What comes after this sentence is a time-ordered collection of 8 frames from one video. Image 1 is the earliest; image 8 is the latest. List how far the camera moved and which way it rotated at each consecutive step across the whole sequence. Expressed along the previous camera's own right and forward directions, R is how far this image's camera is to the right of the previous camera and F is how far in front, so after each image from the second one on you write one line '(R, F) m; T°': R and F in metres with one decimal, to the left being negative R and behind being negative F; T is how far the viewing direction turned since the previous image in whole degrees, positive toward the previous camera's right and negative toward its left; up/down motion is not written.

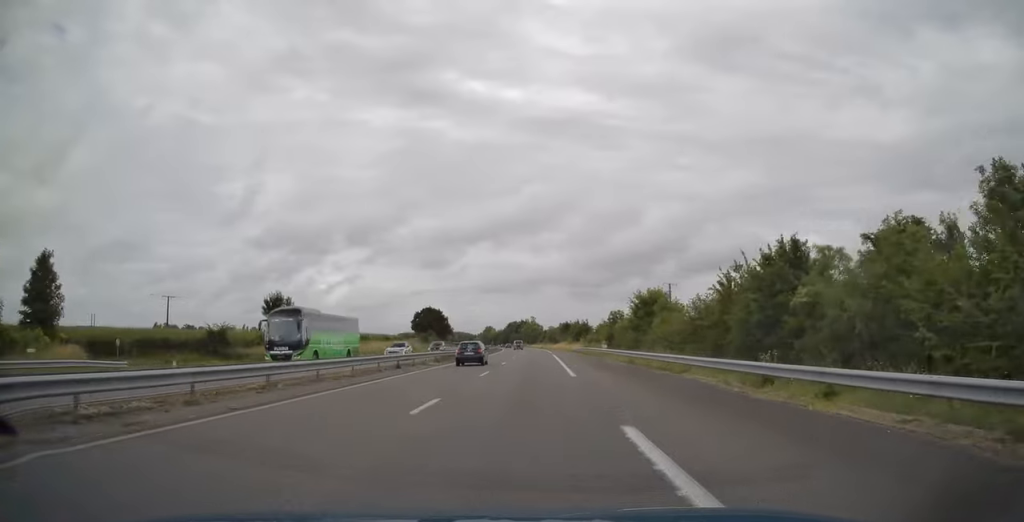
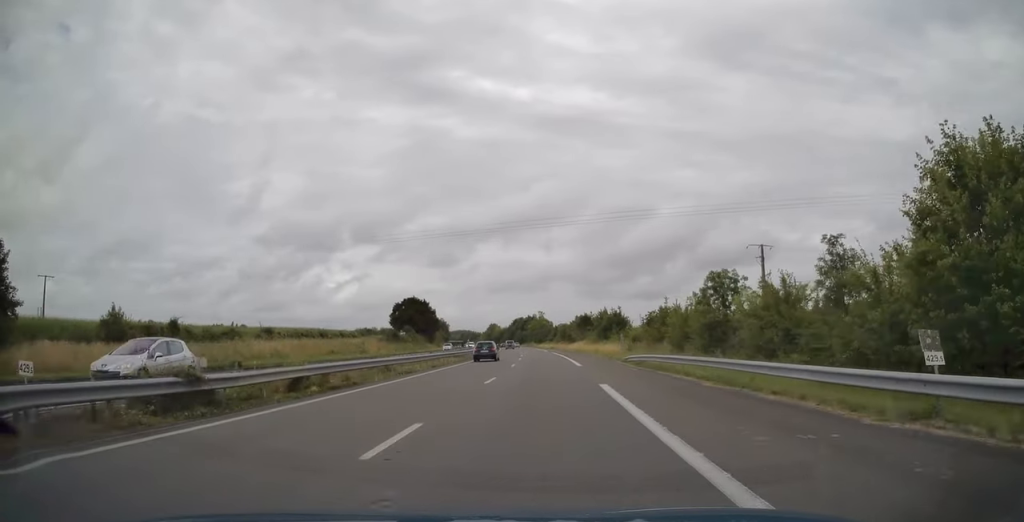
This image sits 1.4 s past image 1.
(-0.3, +43.7) m; -1°
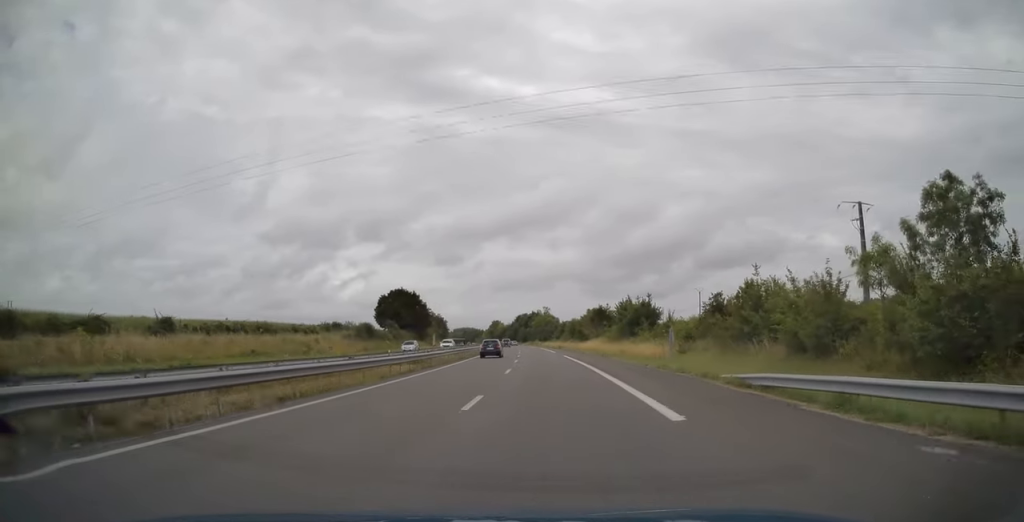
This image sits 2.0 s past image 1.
(-0.2, +21.6) m; -1°
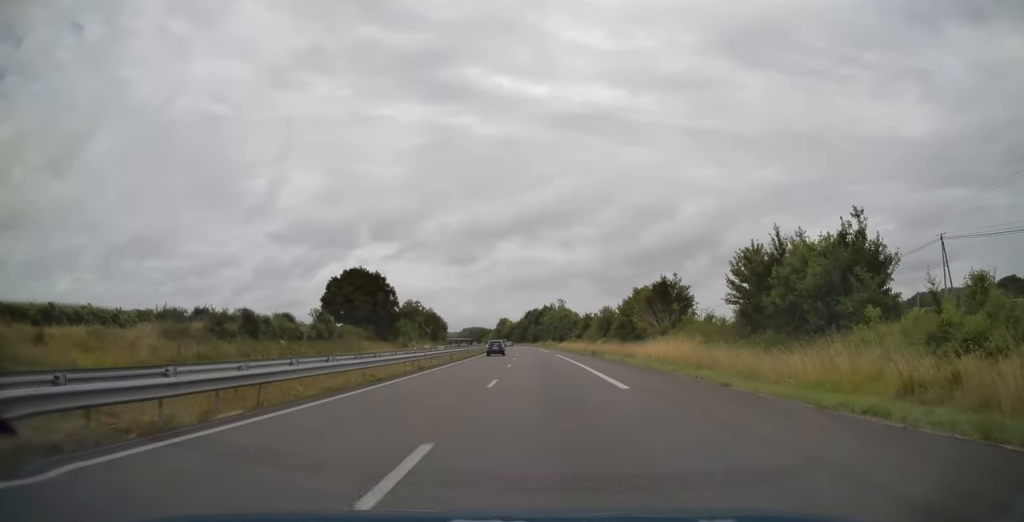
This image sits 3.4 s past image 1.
(-0.4, +46.5) m; -1°
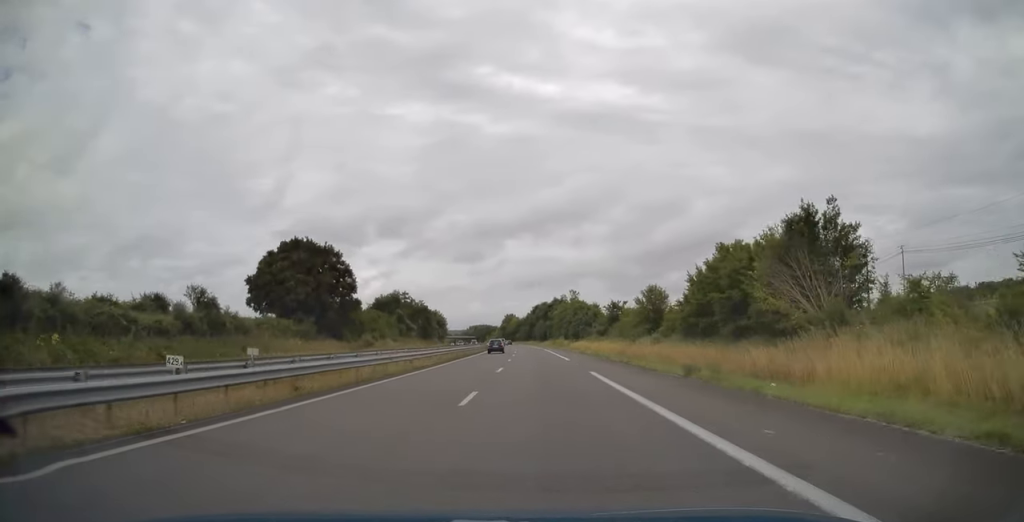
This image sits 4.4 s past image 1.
(-0.2, +31.4) m; -1°
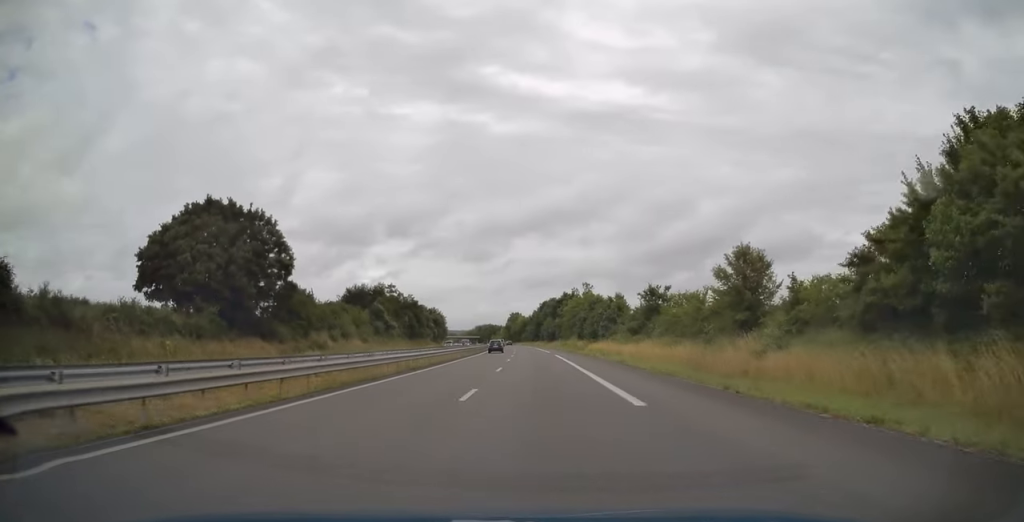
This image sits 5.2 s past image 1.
(-0.2, +24.9) m; -1°
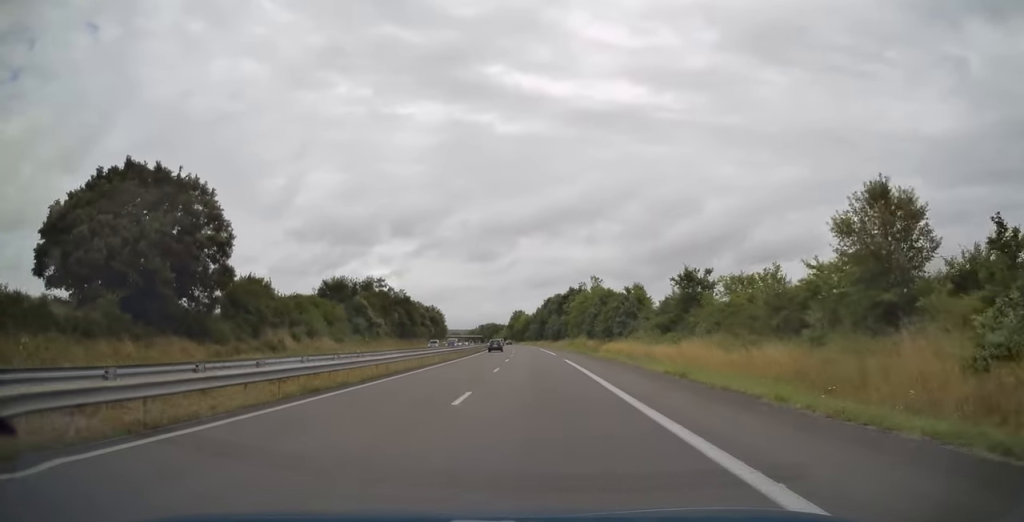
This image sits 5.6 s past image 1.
(-0.1, +14.1) m; 0°
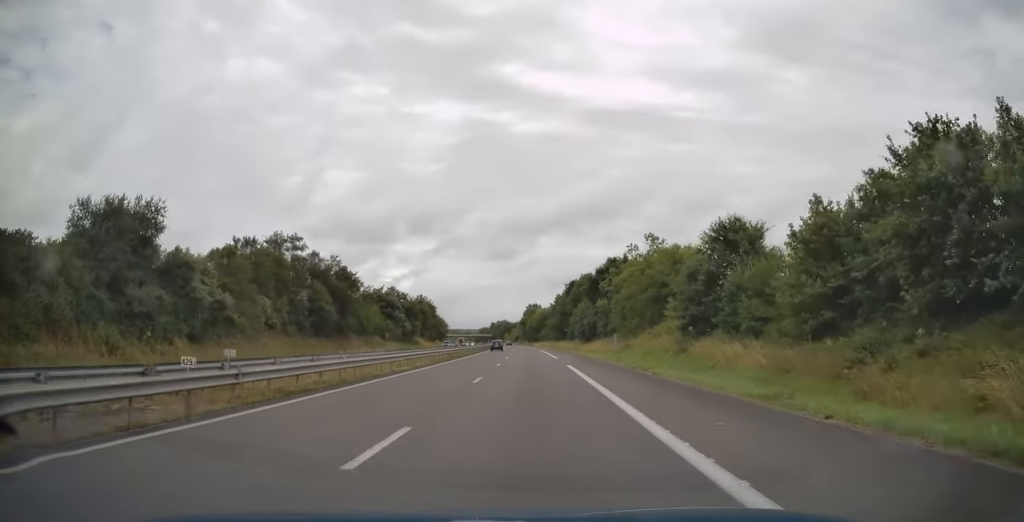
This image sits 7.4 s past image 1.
(-0.7, +58.4) m; -1°
